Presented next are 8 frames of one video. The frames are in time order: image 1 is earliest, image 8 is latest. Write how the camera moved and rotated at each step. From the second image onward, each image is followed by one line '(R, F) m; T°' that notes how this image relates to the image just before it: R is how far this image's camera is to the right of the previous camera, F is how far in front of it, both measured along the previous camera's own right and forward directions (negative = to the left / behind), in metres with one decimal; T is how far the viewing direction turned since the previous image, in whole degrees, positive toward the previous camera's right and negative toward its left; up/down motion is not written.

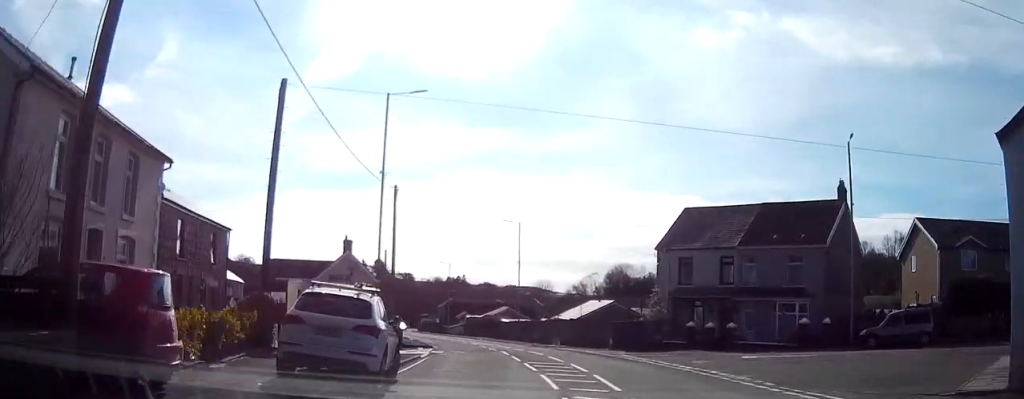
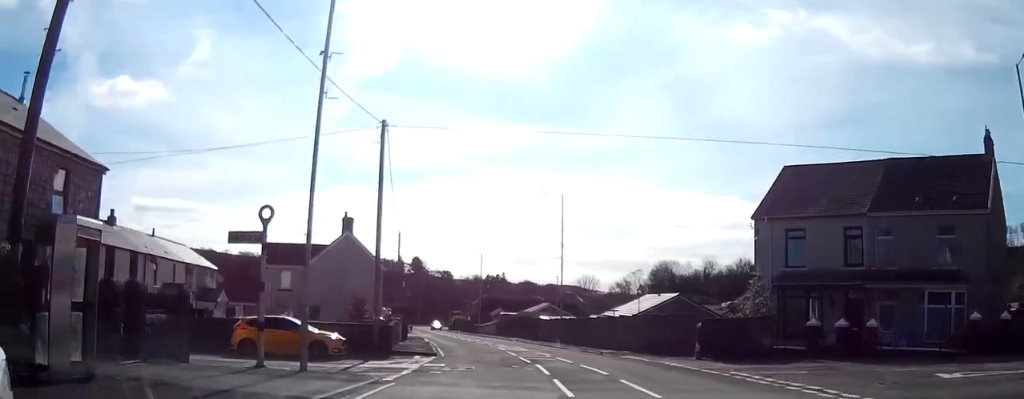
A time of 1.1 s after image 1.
(0.0, +13.2) m; -2°
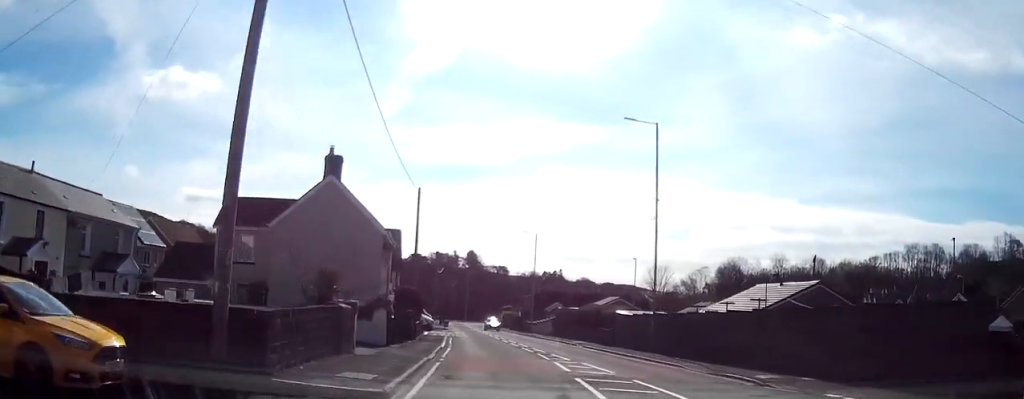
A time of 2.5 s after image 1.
(-0.8, +17.9) m; -4°
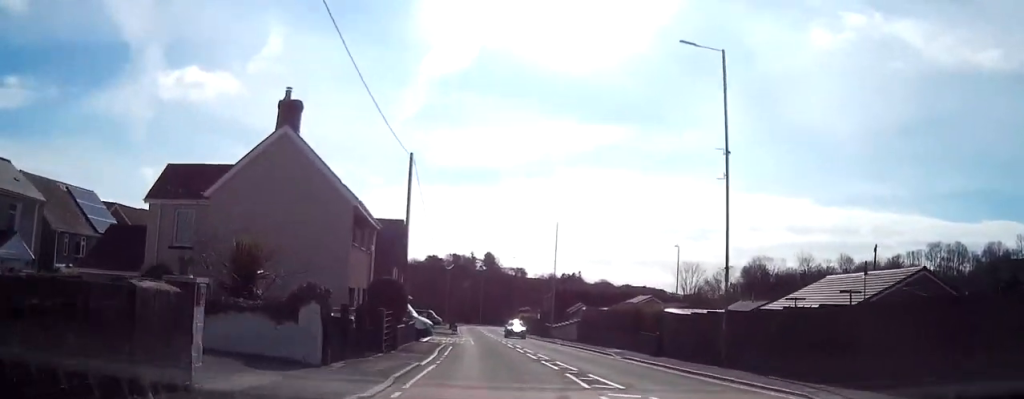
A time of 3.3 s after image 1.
(-0.1, +9.3) m; -1°
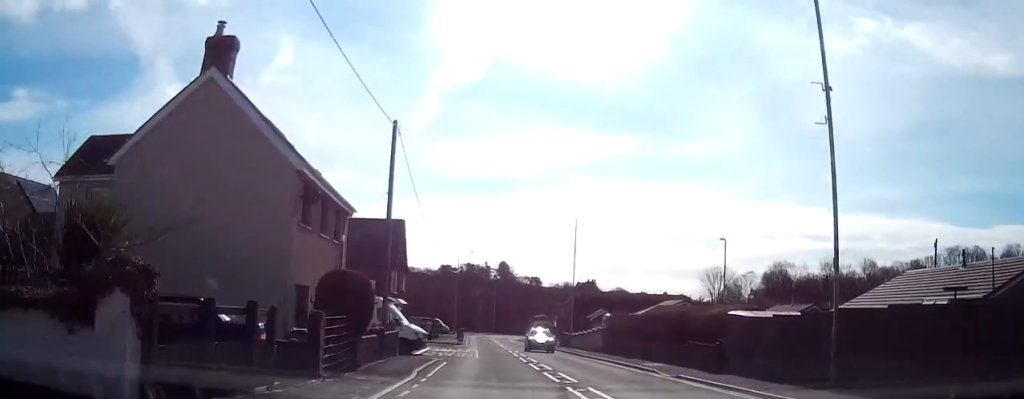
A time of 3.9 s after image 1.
(0.0, +7.7) m; -1°
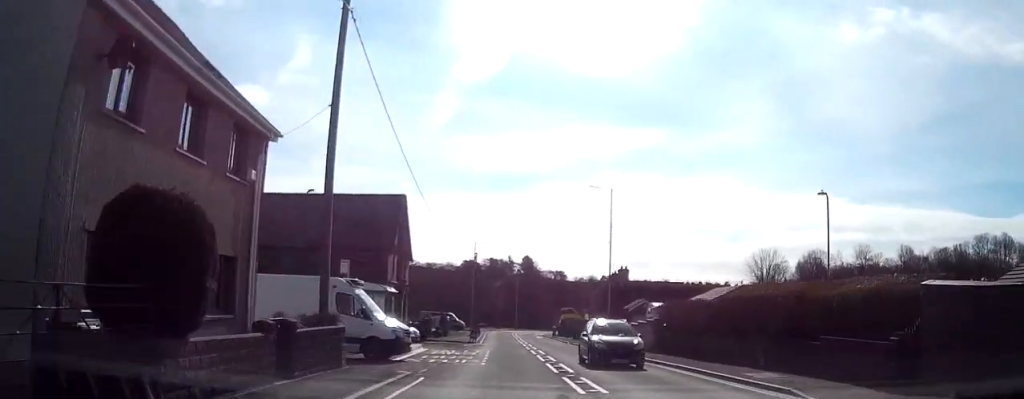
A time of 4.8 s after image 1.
(-0.1, +10.6) m; -1°
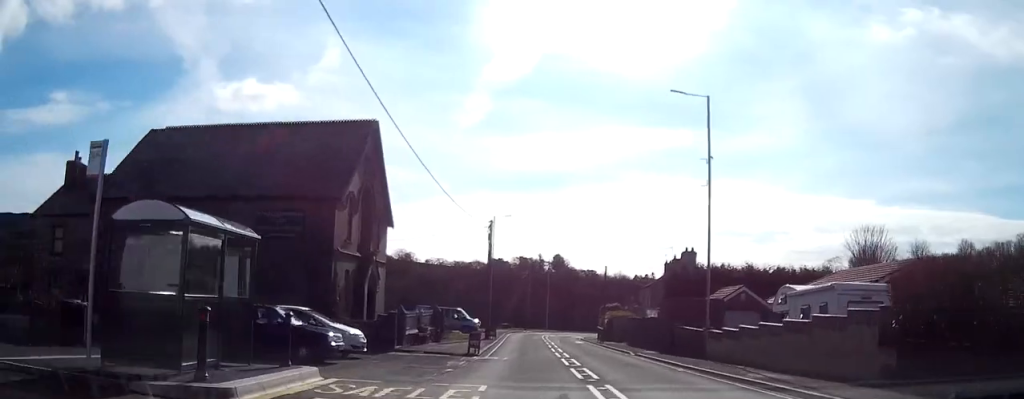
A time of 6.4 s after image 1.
(-0.3, +20.3) m; -2°
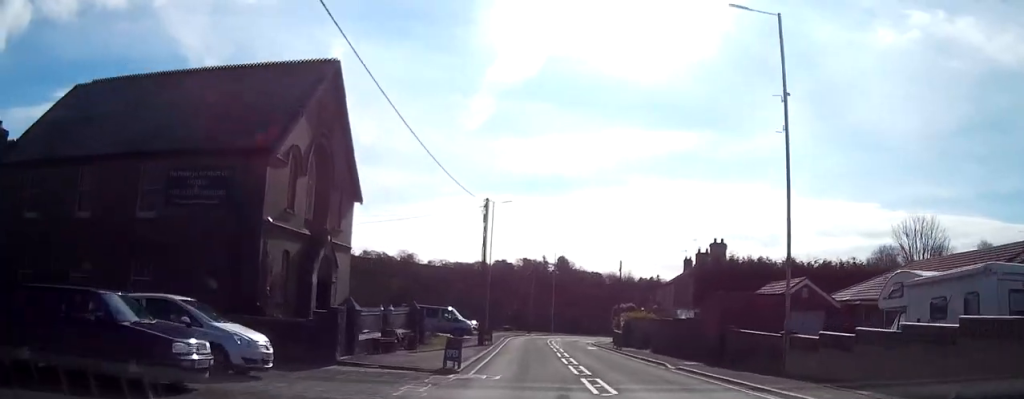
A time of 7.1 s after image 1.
(-0.1, +8.8) m; 0°
